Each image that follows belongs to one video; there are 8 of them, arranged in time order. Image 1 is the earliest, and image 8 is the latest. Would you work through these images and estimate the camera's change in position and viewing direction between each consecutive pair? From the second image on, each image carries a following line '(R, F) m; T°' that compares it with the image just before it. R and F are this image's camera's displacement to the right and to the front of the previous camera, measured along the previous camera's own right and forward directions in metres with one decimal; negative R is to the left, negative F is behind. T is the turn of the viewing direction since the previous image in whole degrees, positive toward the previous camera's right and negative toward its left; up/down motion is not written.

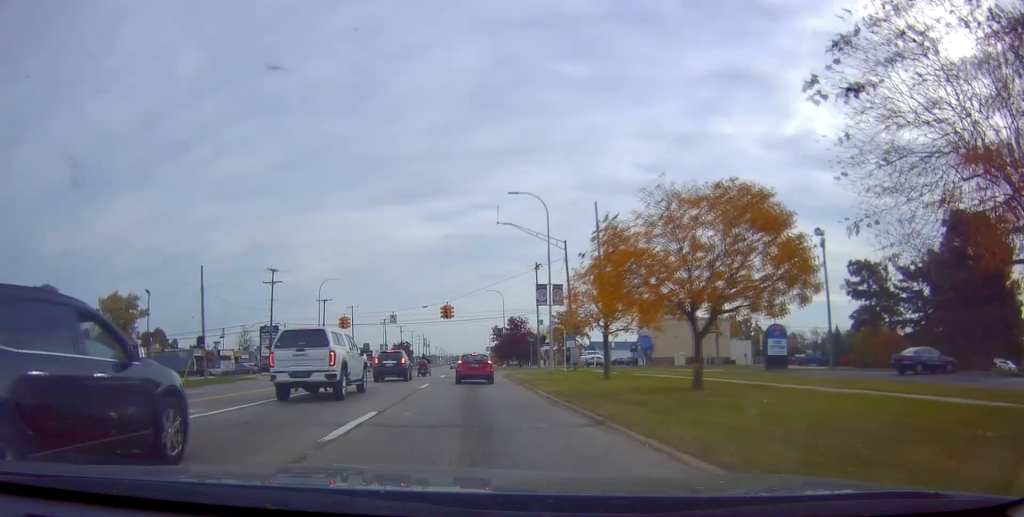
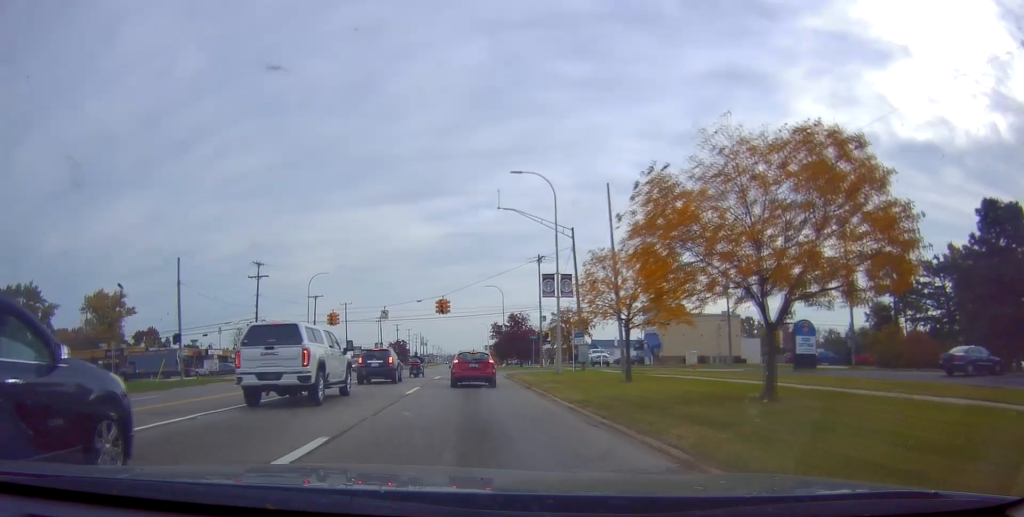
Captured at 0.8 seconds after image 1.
(0.0, +4.2) m; 0°
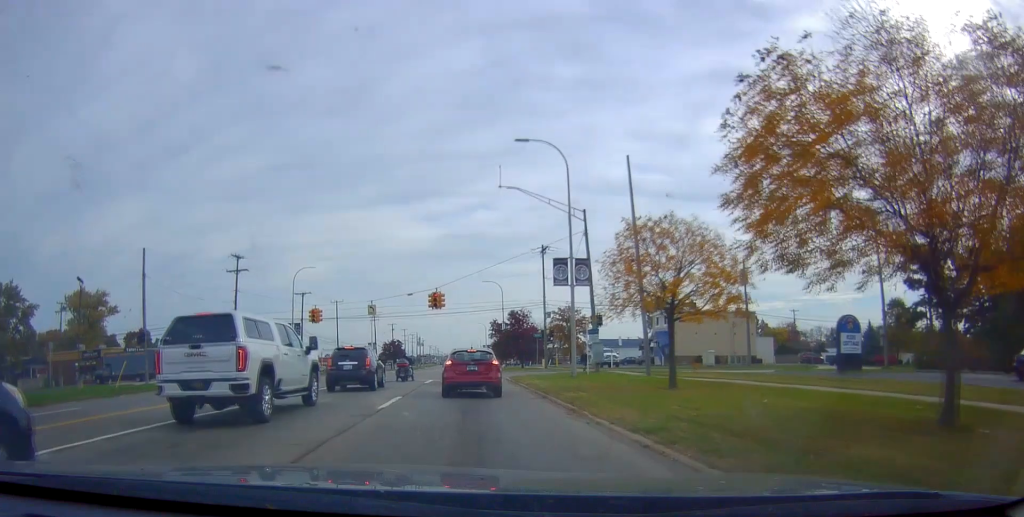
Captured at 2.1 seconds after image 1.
(0.0, +5.4) m; 0°
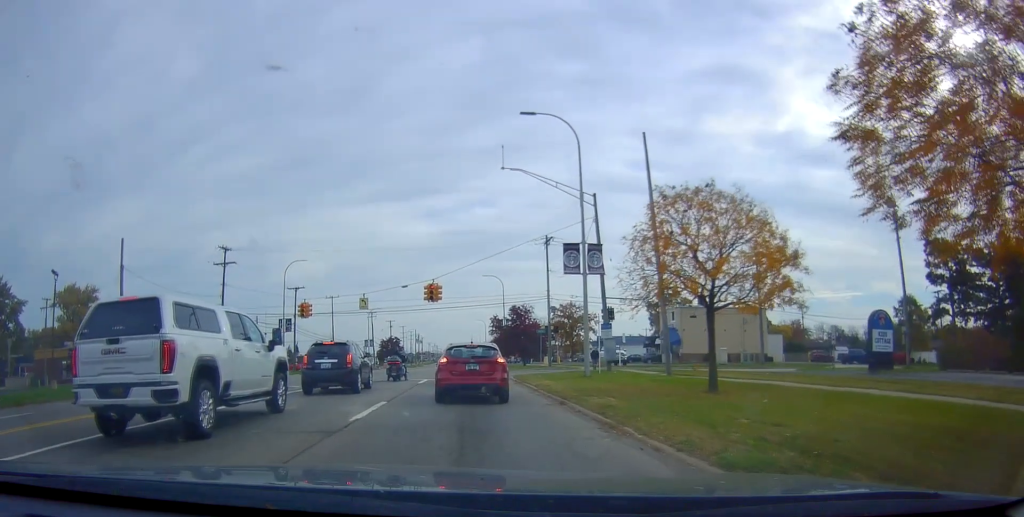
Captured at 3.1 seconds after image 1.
(0.0, +3.1) m; 0°
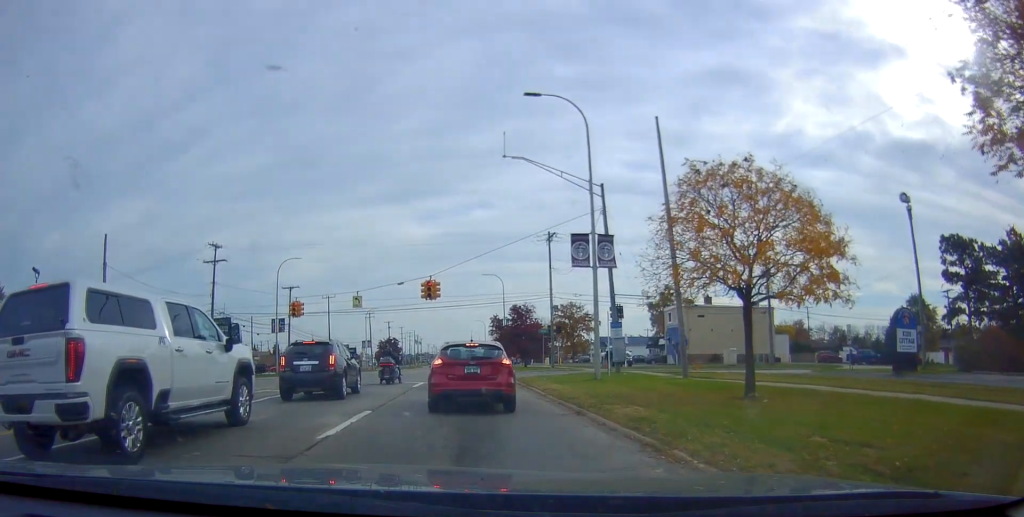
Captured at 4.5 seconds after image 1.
(0.0, +2.2) m; 0°
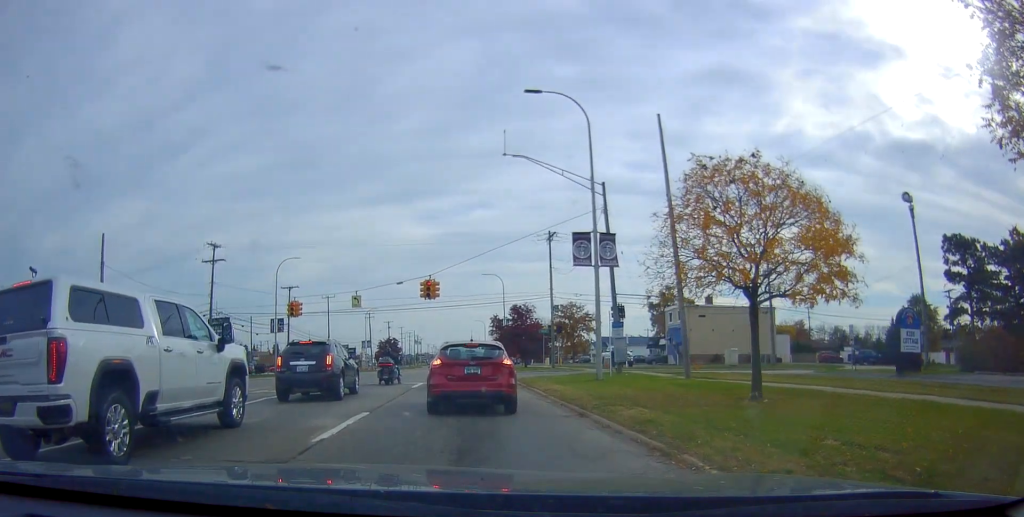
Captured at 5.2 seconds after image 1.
(0.0, +0.2) m; 0°
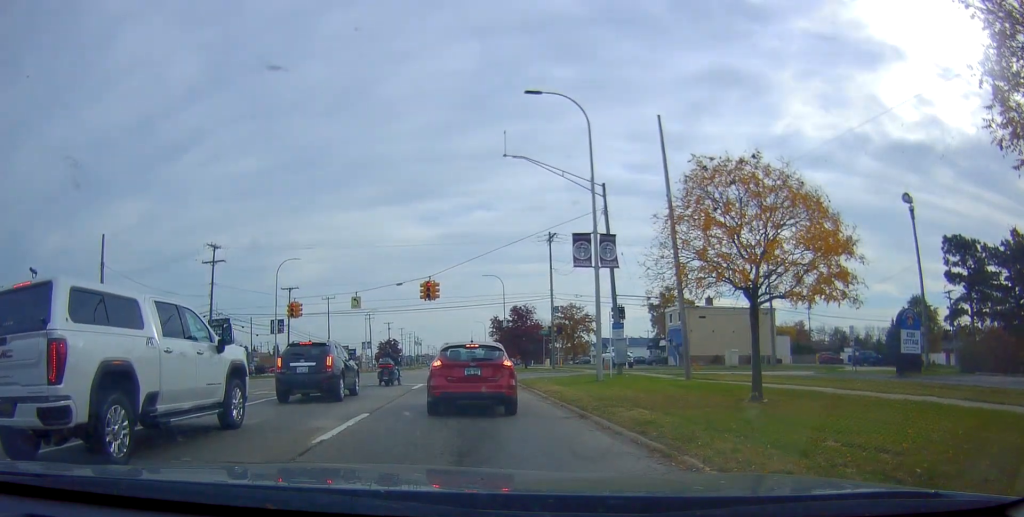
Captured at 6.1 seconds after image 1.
(0.0, 0.0) m; 0°
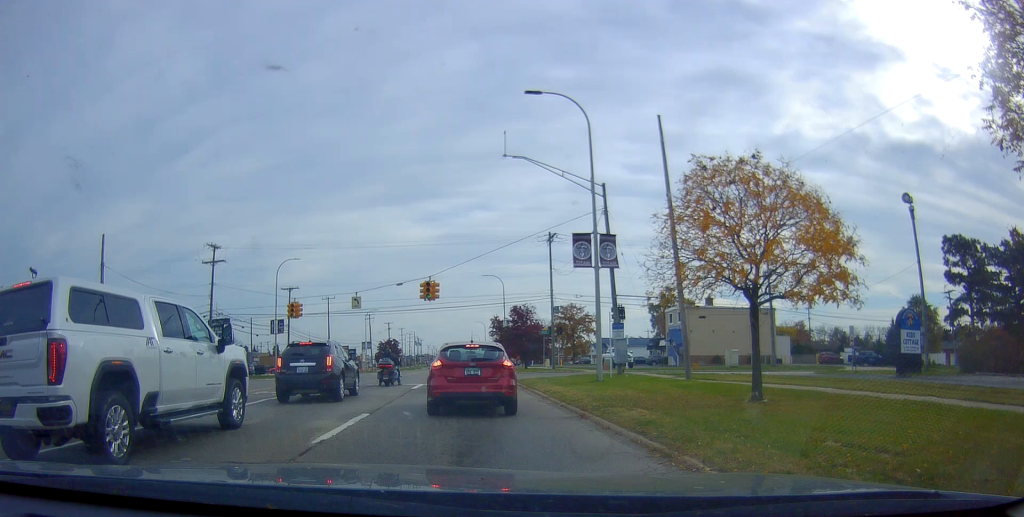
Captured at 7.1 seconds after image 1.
(0.0, 0.0) m; 0°
